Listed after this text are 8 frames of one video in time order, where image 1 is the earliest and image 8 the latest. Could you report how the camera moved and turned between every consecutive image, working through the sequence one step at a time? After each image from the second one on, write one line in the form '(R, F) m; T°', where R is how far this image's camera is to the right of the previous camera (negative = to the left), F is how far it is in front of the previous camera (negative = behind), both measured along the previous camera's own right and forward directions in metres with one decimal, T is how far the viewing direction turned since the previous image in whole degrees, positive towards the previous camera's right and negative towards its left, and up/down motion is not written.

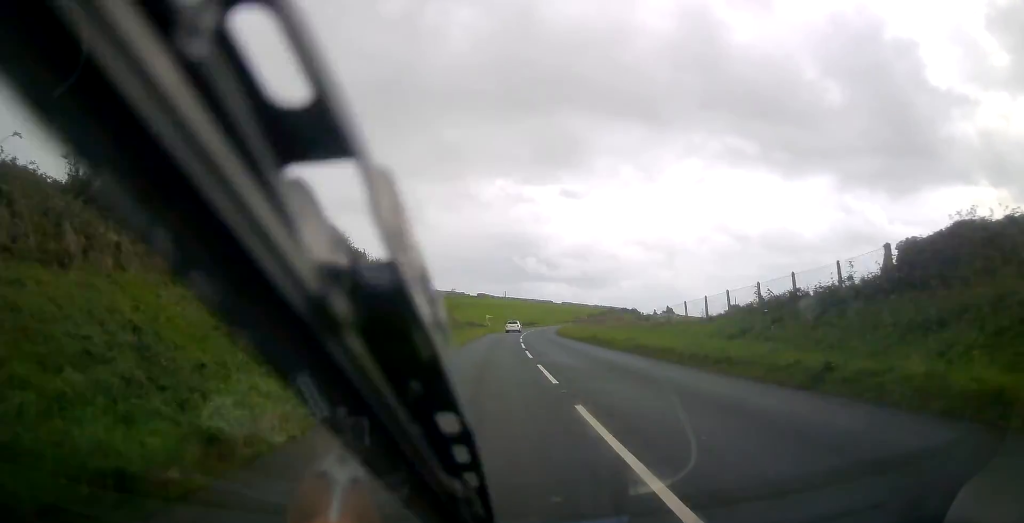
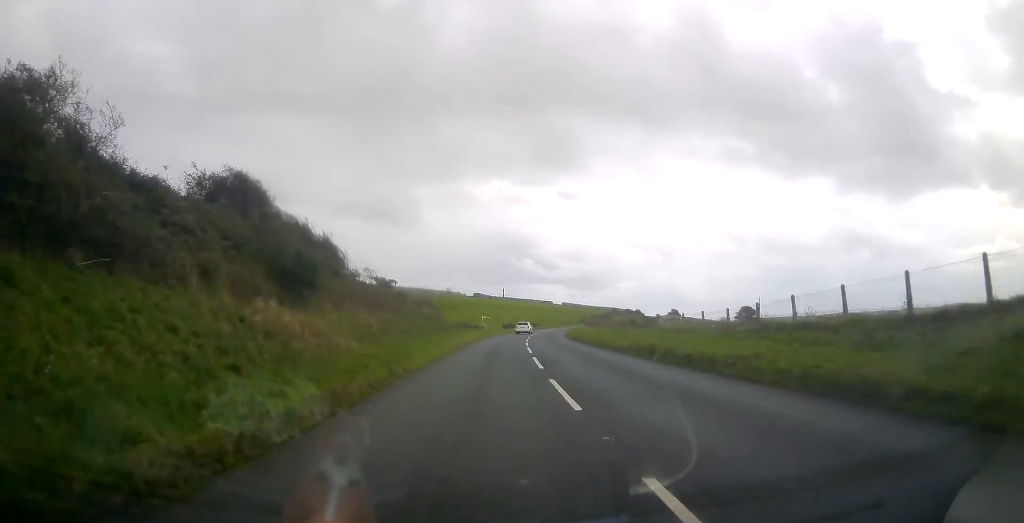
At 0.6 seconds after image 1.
(0.0, +13.8) m; 0°
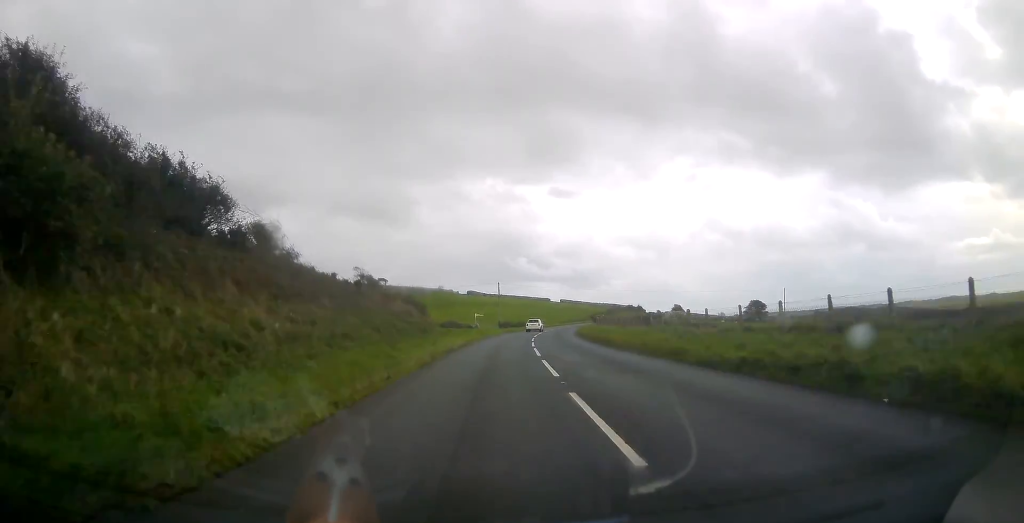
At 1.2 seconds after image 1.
(0.0, +13.0) m; 0°
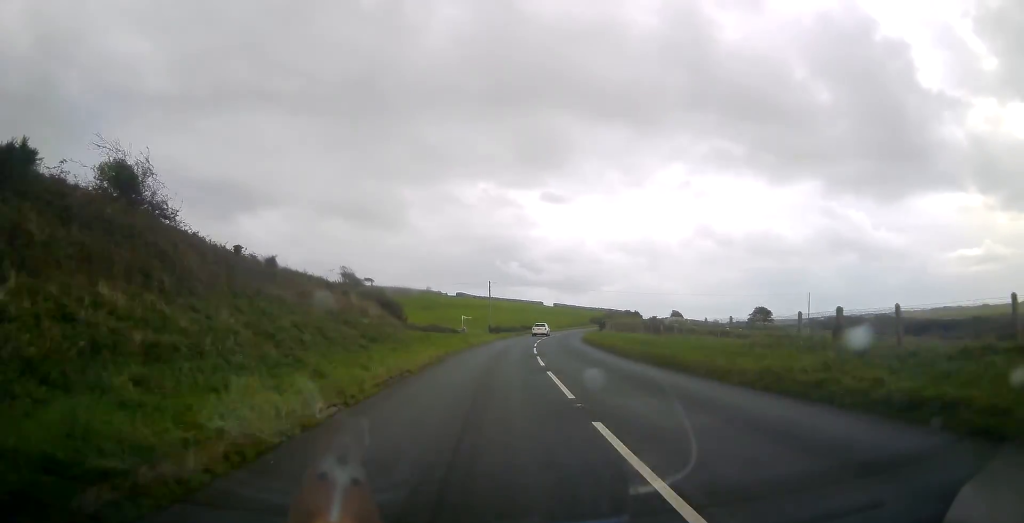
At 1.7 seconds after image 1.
(+0.1, +11.9) m; +1°
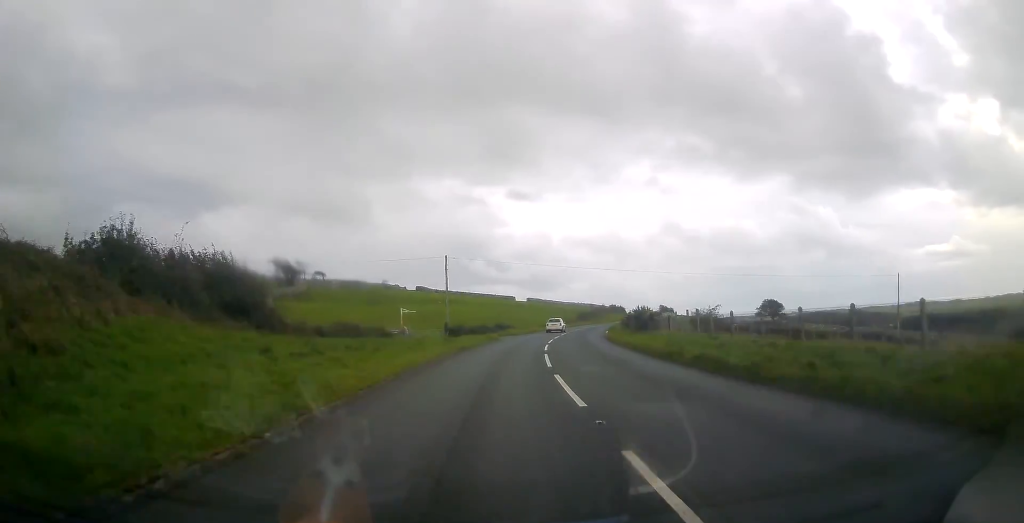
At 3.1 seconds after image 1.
(+0.5, +29.9) m; +2°
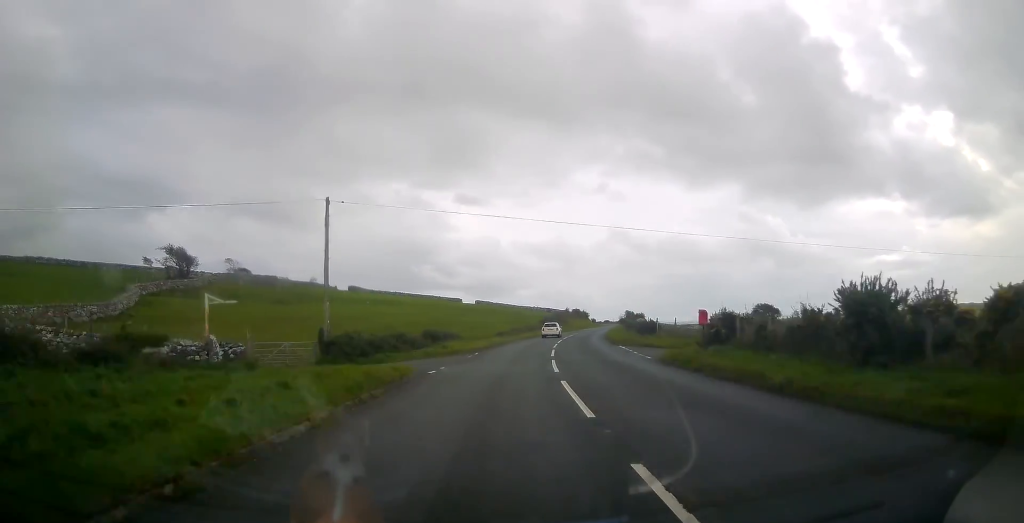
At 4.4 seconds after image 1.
(+0.6, +27.9) m; +4°
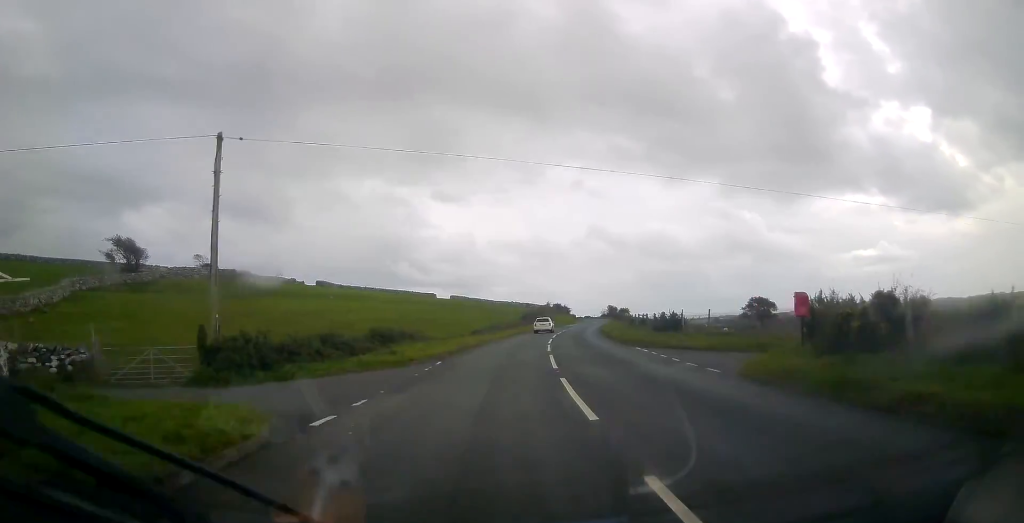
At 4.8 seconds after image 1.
(+0.3, +9.9) m; +2°
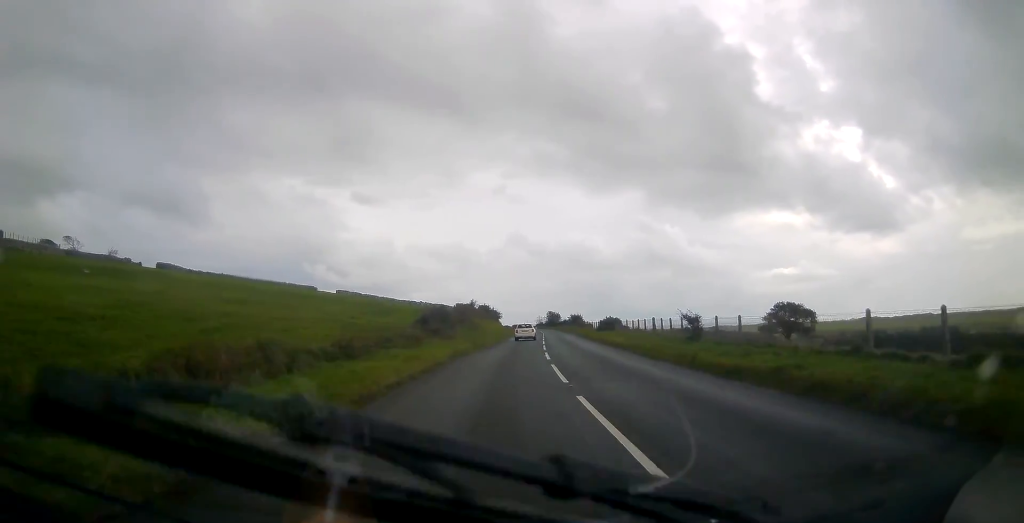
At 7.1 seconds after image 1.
(+3.6, +48.0) m; +8°
